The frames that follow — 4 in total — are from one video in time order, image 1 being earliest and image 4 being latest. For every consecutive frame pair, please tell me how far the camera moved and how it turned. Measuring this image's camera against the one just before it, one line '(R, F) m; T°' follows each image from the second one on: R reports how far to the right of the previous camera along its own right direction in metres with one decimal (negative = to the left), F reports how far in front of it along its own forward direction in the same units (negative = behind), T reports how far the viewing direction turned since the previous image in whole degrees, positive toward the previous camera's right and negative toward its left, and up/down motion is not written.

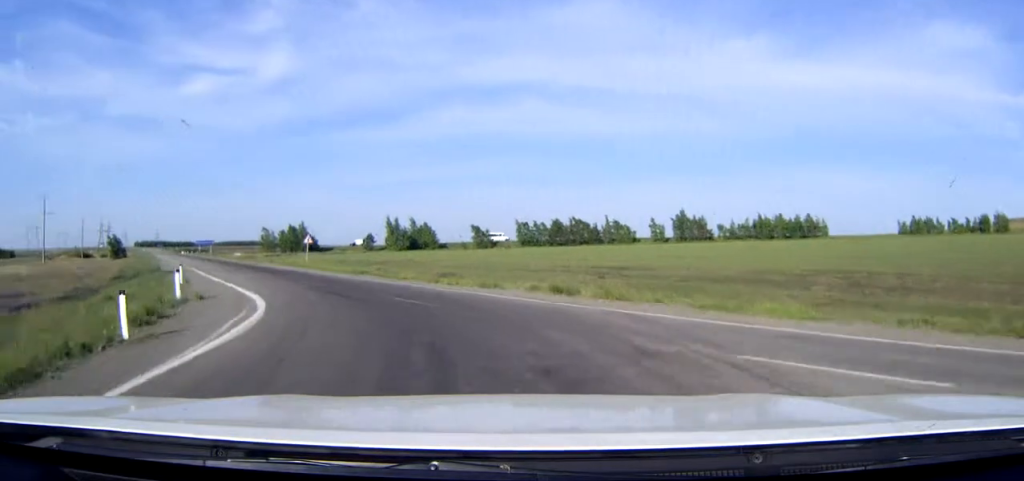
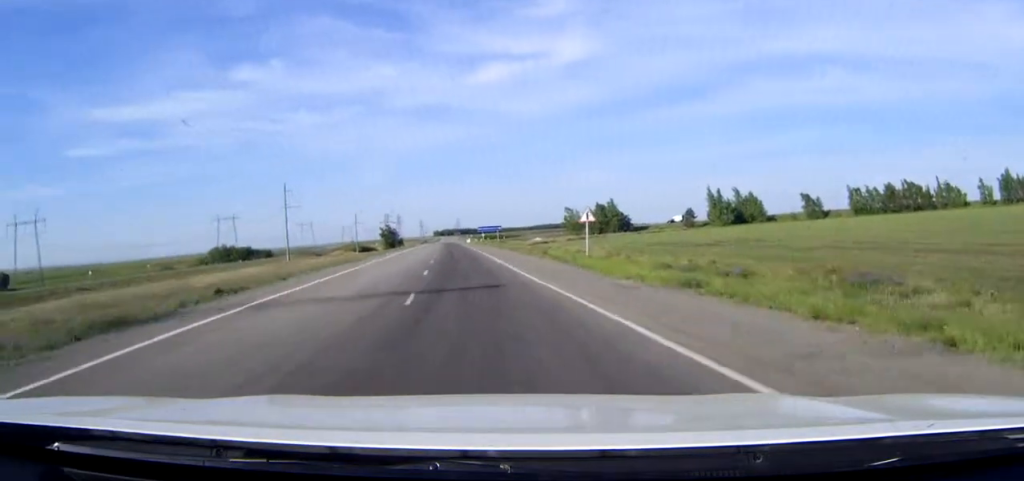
(-5.5, +25.1) m; -20°
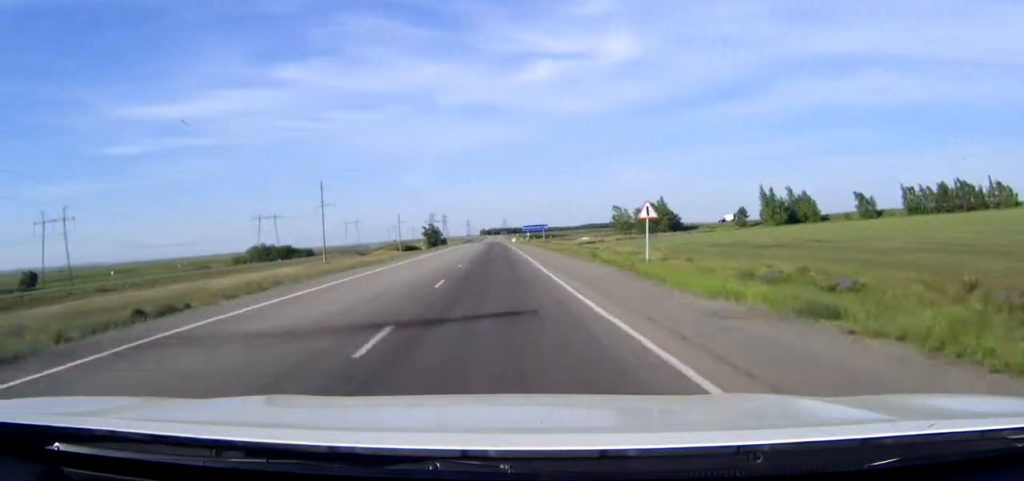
(-0.2, +7.0) m; -2°
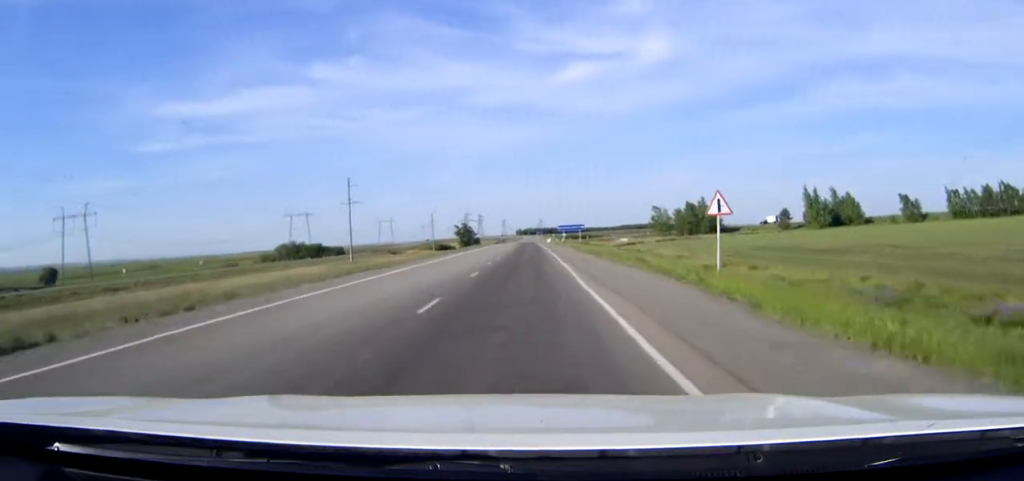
(-0.1, +7.1) m; -2°
